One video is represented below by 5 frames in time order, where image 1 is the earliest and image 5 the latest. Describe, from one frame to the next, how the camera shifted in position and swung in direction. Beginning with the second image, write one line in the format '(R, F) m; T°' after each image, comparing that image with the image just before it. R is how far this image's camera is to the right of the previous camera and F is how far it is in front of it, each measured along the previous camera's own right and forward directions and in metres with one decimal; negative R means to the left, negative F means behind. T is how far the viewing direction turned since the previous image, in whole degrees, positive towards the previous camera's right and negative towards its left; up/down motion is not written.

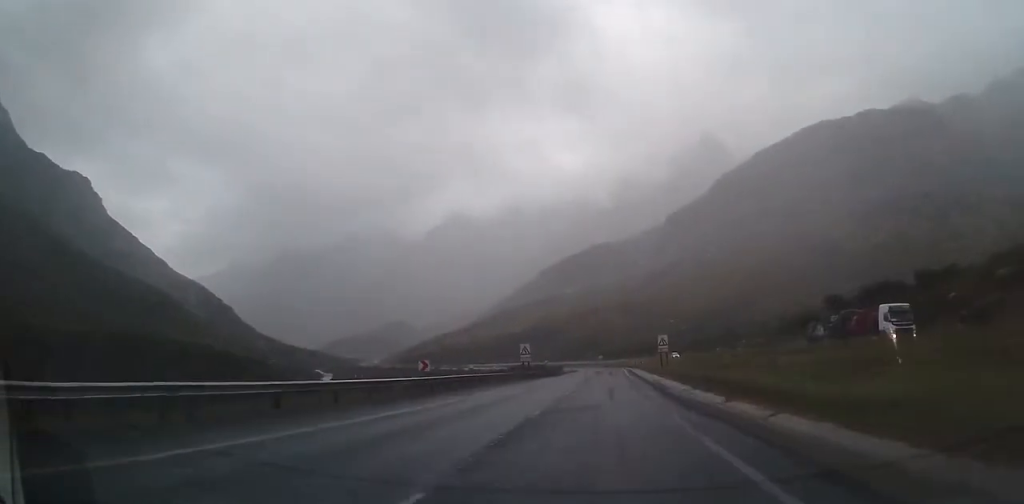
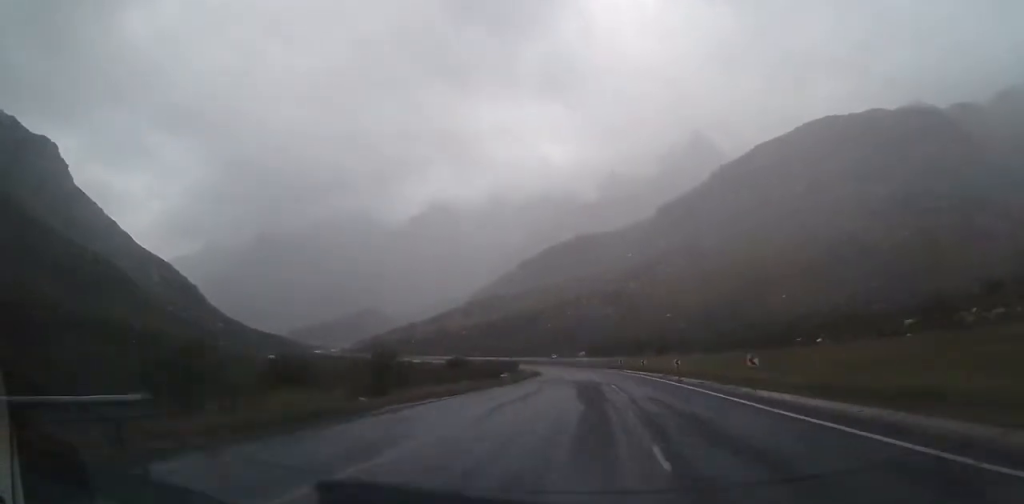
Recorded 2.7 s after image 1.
(+1.8, +80.6) m; +2°
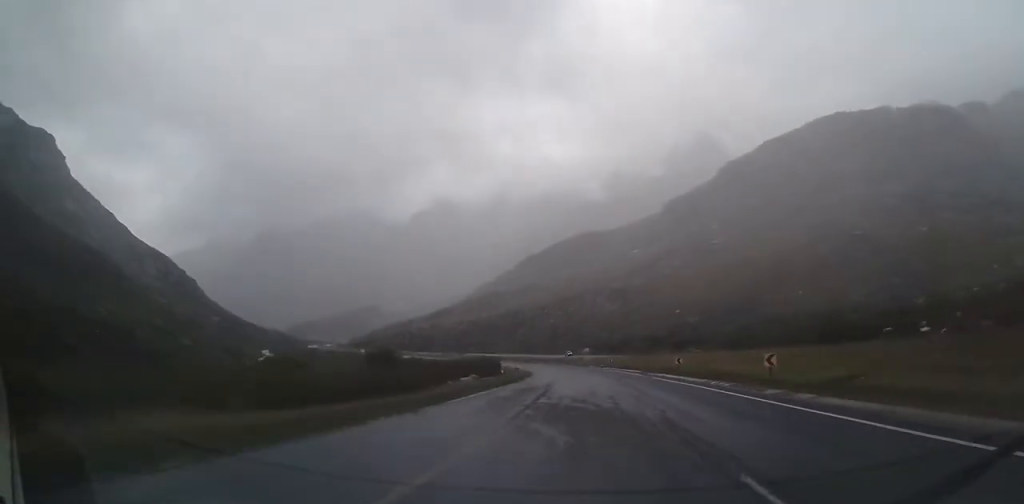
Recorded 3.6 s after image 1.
(0.0, +26.5) m; 0°
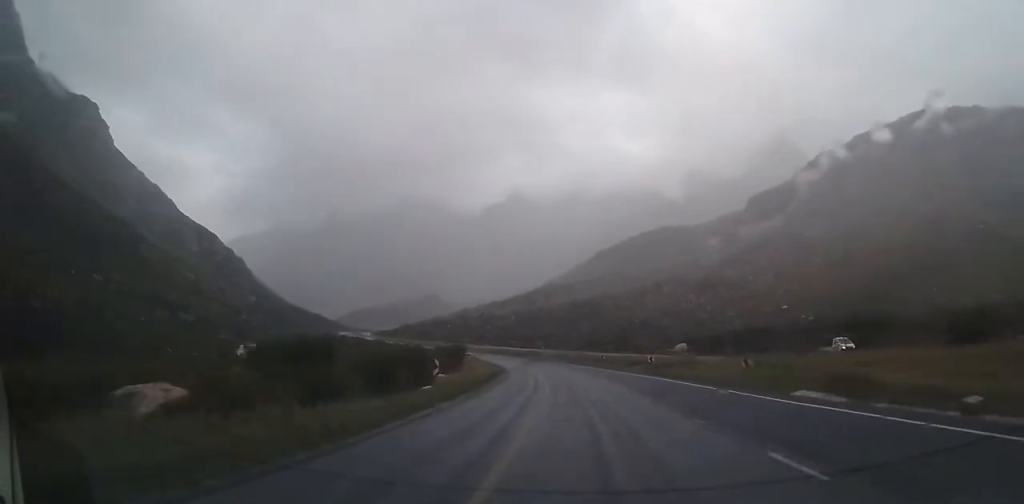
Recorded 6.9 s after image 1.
(-3.5, +94.8) m; -7°
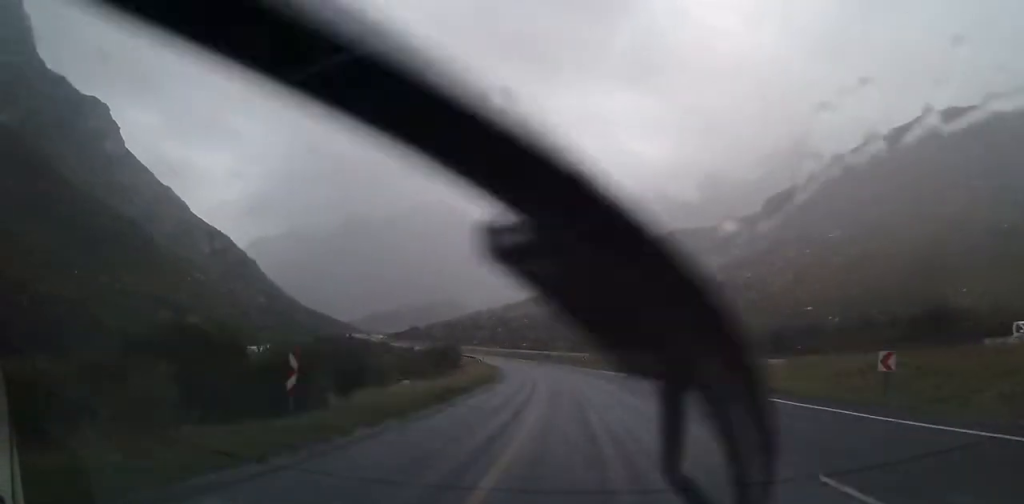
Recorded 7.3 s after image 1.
(+0.3, +13.8) m; -2°
